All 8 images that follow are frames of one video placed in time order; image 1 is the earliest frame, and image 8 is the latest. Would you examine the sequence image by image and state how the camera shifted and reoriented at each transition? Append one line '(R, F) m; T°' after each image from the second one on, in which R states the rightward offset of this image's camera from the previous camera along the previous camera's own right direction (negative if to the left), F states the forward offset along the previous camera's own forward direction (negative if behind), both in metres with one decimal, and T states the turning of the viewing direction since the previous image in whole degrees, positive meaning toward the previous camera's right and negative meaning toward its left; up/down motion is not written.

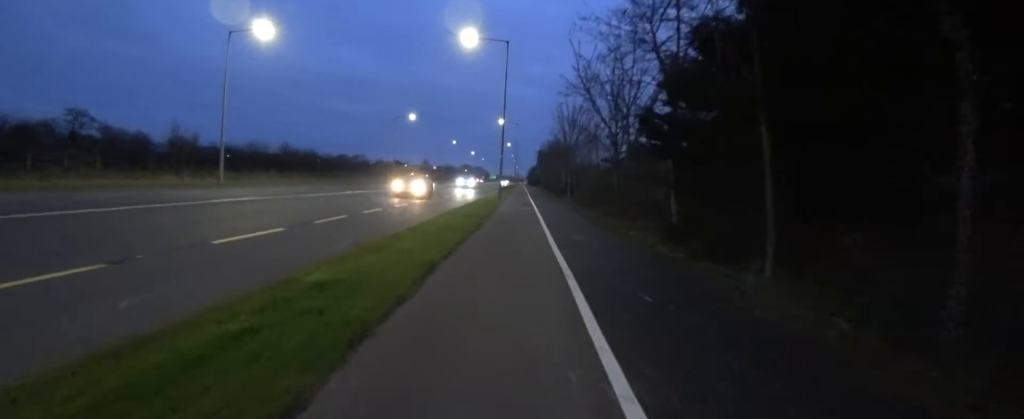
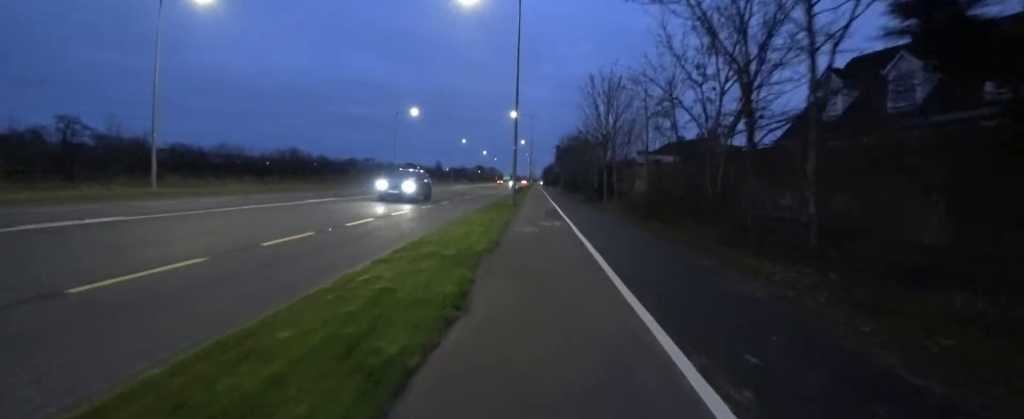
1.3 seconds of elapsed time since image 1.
(-0.3, +7.2) m; -5°
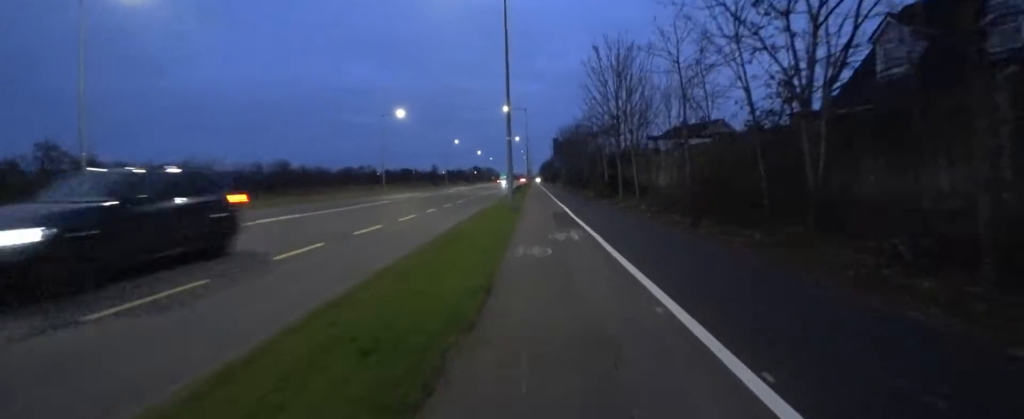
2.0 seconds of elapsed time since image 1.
(0.0, +3.7) m; -2°
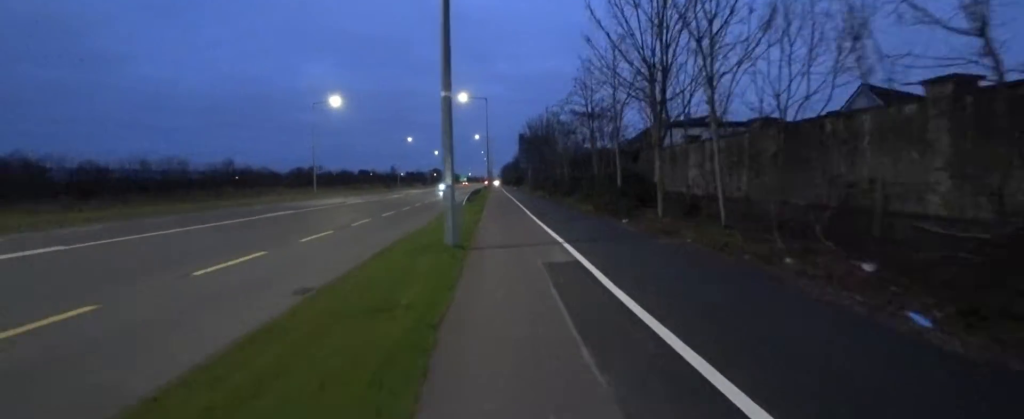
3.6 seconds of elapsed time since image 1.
(+0.1, +8.5) m; +8°
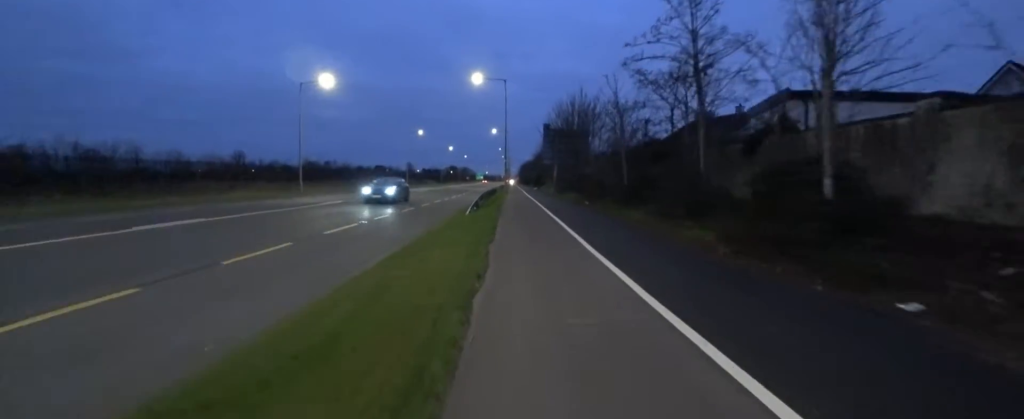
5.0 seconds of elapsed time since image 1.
(+0.3, +7.8) m; -3°
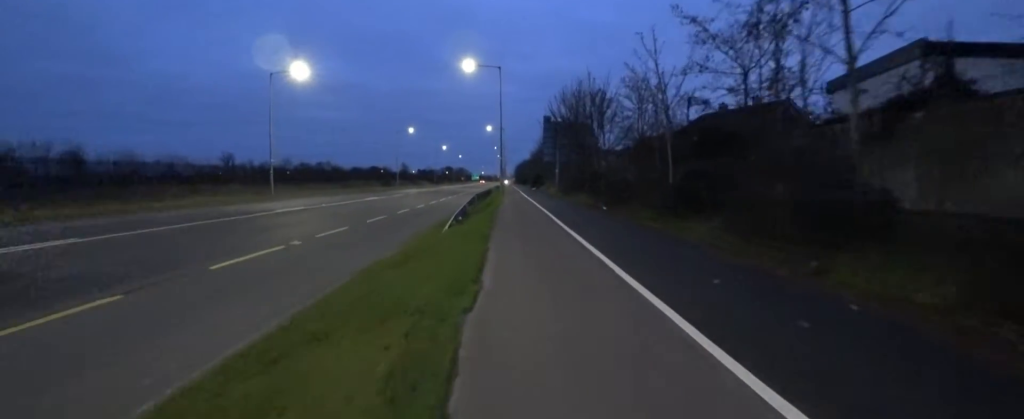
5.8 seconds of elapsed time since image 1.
(-0.2, +4.5) m; 0°
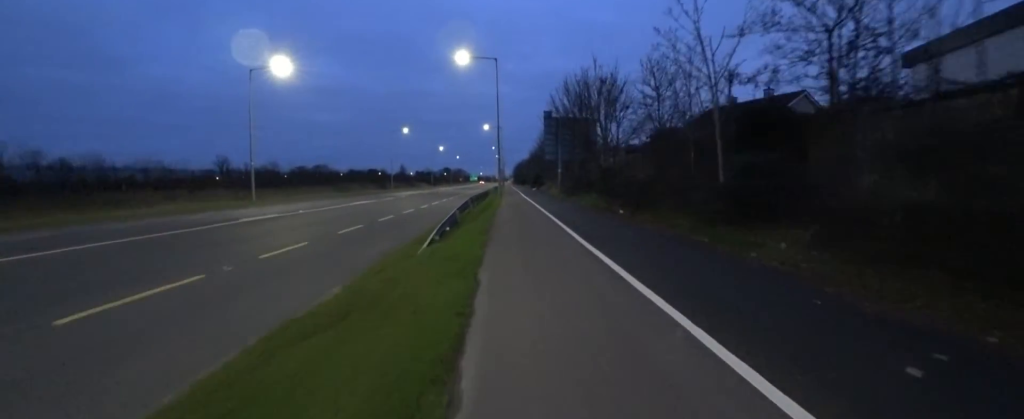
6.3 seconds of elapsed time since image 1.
(-0.1, +2.6) m; +2°
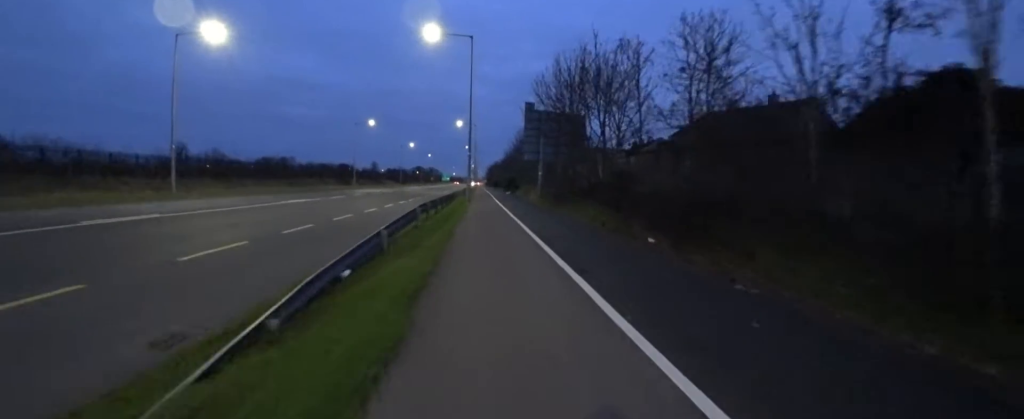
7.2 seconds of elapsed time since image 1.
(+0.4, +4.9) m; 0°
